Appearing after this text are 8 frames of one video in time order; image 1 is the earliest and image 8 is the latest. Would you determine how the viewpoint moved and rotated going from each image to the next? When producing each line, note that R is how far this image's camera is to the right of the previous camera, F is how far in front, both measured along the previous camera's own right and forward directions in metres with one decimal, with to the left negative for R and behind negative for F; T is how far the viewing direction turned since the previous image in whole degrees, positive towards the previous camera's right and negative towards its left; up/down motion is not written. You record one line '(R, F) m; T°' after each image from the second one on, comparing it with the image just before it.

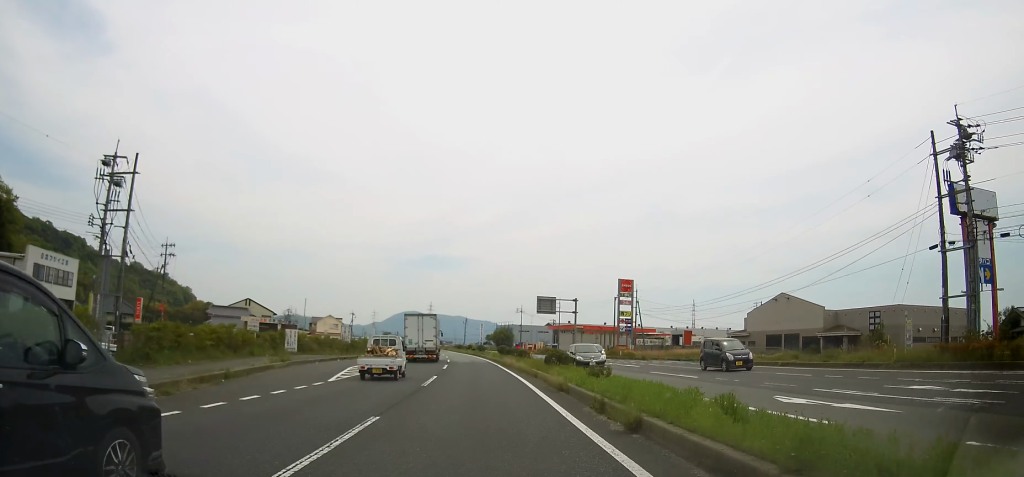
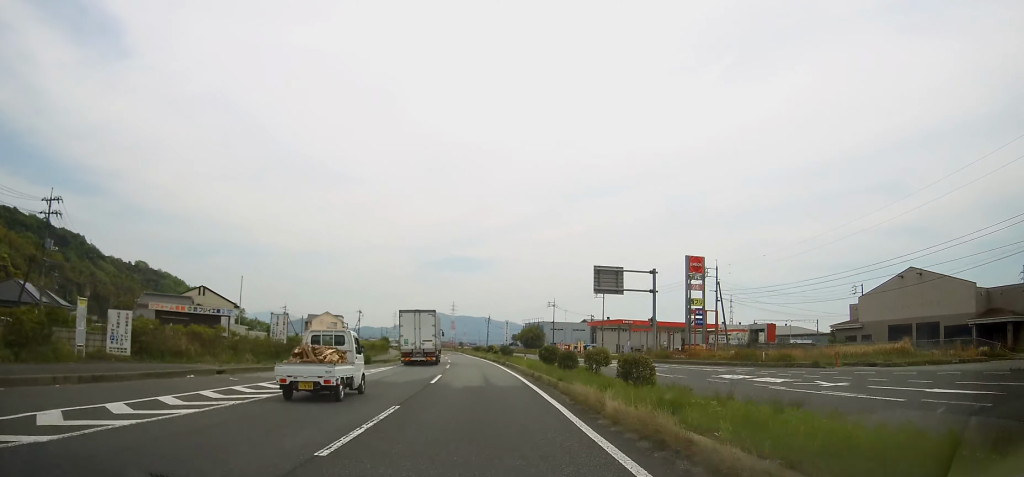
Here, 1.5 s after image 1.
(-0.6, +27.6) m; -2°
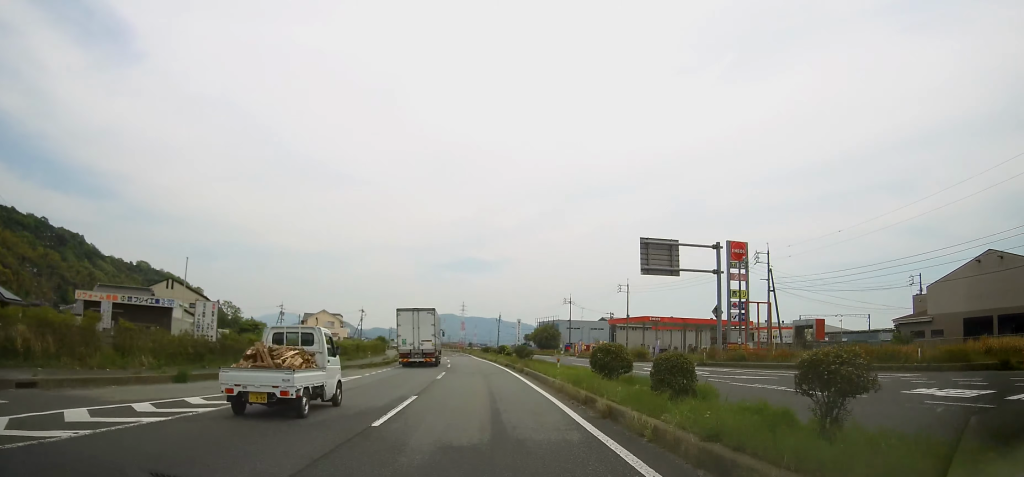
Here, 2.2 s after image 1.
(-0.1, +12.1) m; -1°
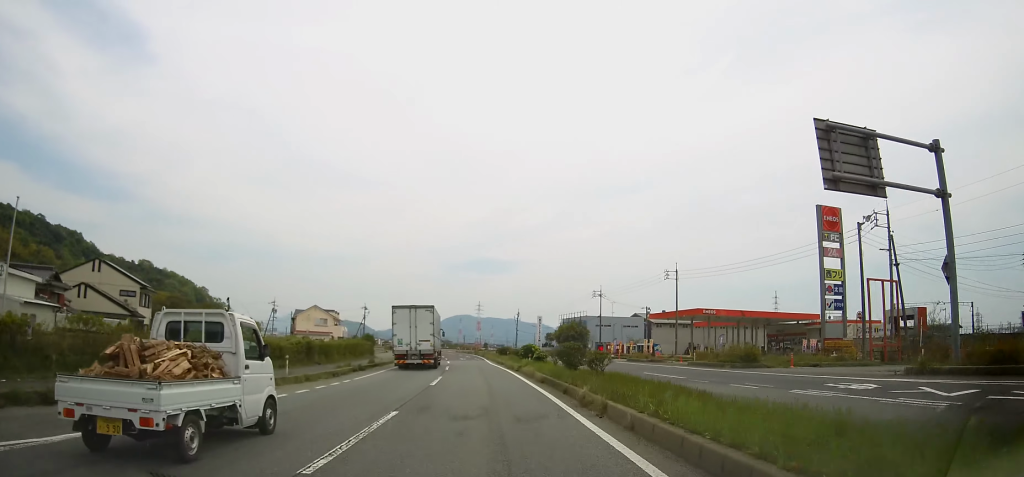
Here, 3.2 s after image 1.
(-0.3, +18.8) m; -2°
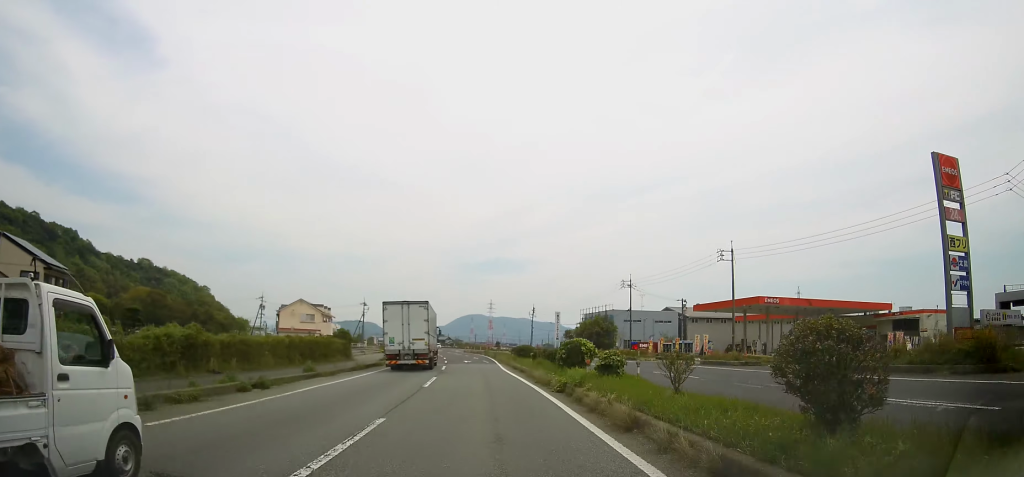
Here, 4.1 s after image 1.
(-0.2, +15.9) m; -1°
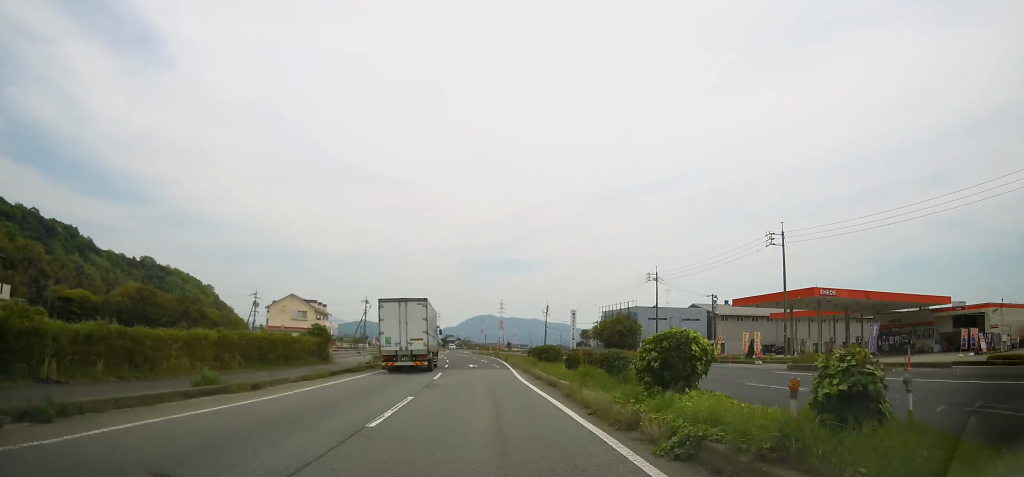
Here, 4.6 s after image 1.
(0.0, +9.8) m; 0°
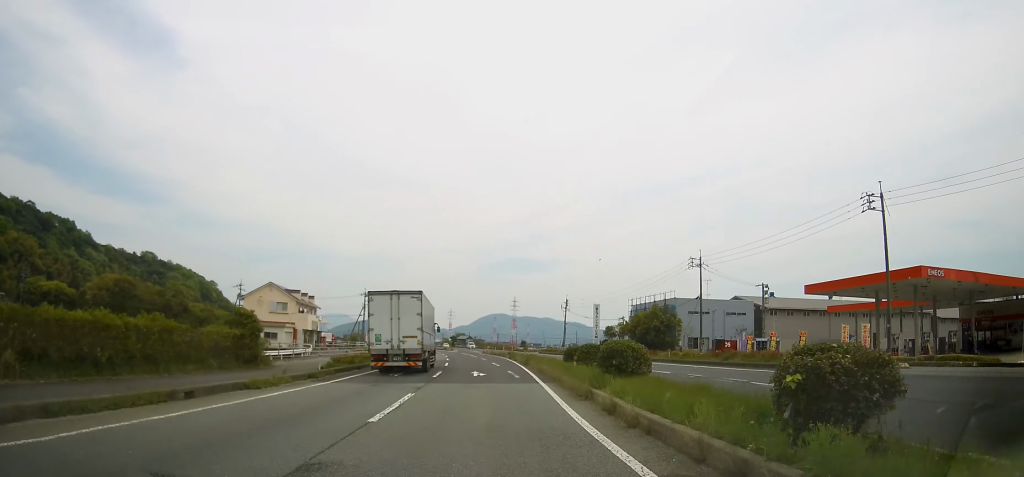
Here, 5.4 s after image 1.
(-0.1, +14.4) m; -1°
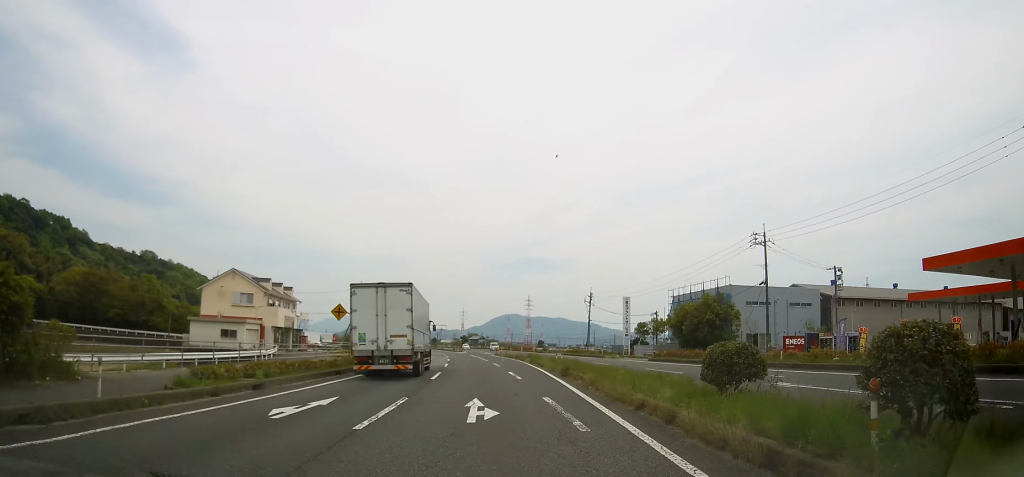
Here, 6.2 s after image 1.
(-0.2, +15.7) m; -1°
